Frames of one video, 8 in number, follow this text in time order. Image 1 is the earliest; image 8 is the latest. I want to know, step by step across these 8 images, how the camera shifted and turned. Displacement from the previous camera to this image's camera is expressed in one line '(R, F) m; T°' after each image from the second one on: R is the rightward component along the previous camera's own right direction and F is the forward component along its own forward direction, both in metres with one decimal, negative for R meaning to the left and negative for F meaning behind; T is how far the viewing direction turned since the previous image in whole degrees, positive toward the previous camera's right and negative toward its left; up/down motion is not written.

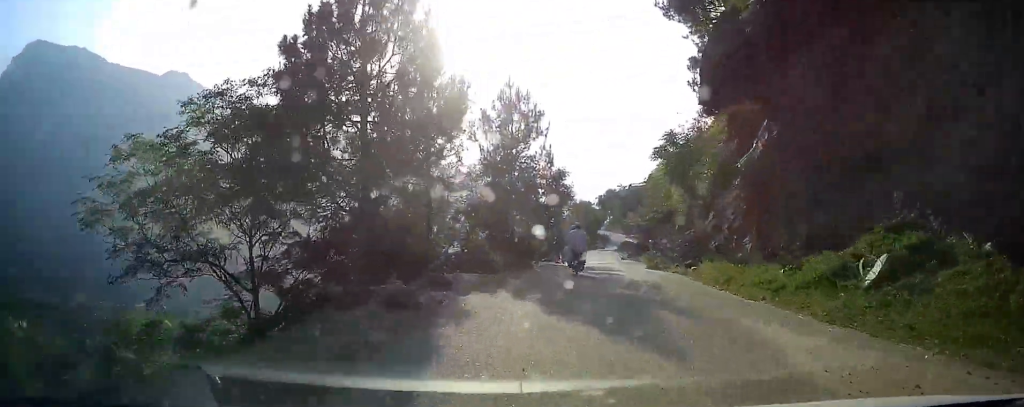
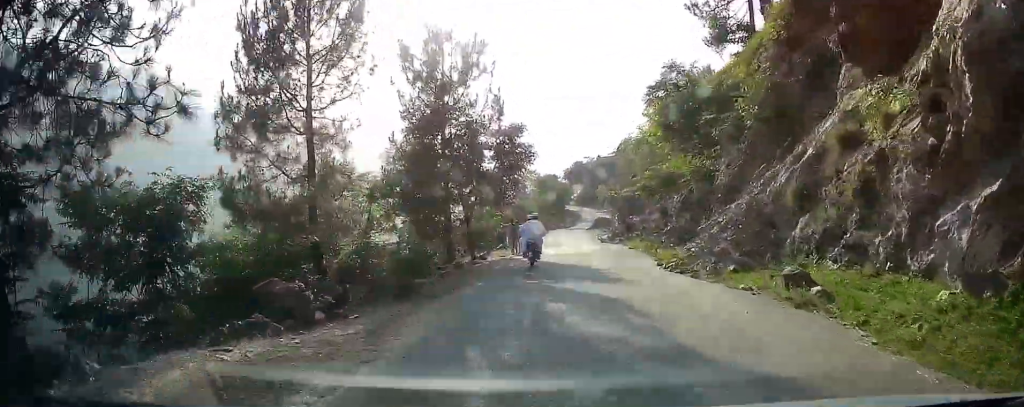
(-0.9, +10.8) m; -5°
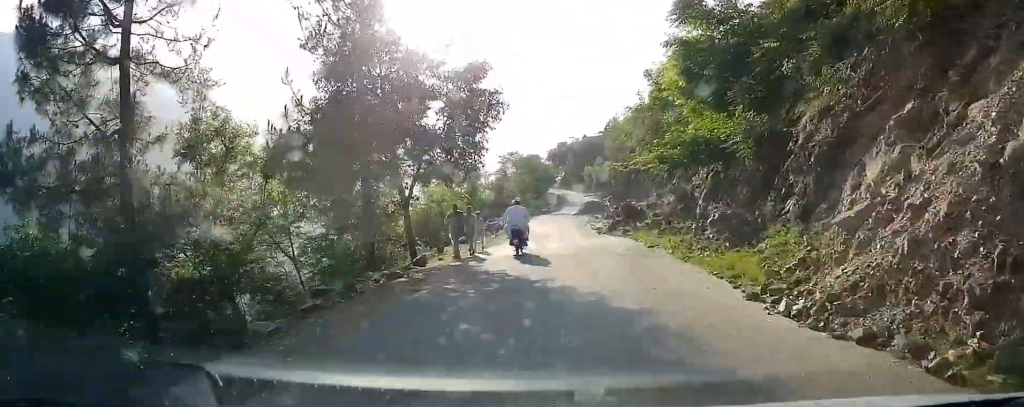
(-0.2, +8.7) m; -1°
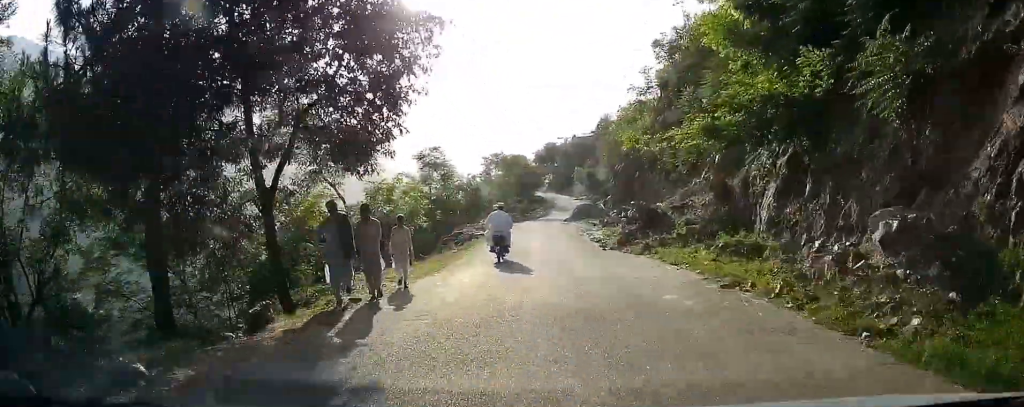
(-0.1, +8.0) m; 0°
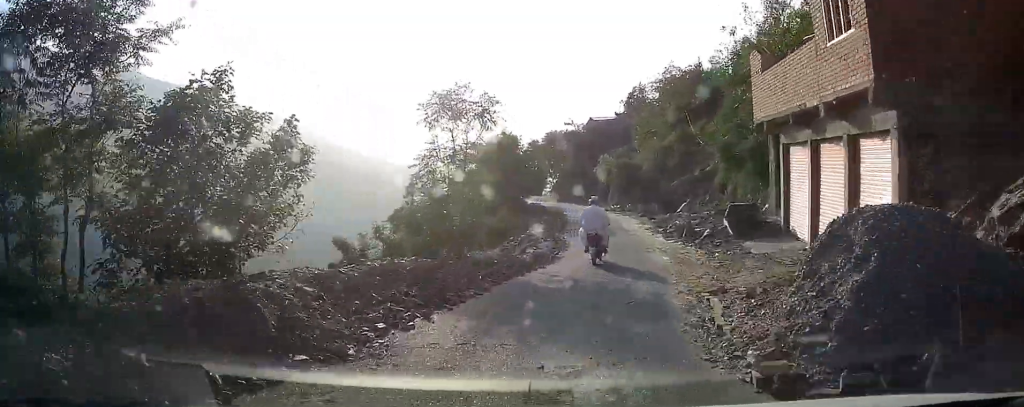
(0.0, +39.1) m; +4°
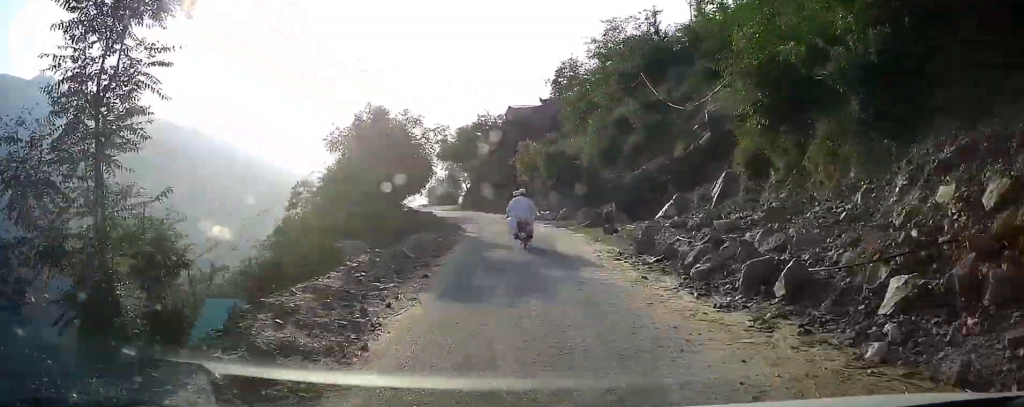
(+1.4, +17.1) m; +7°
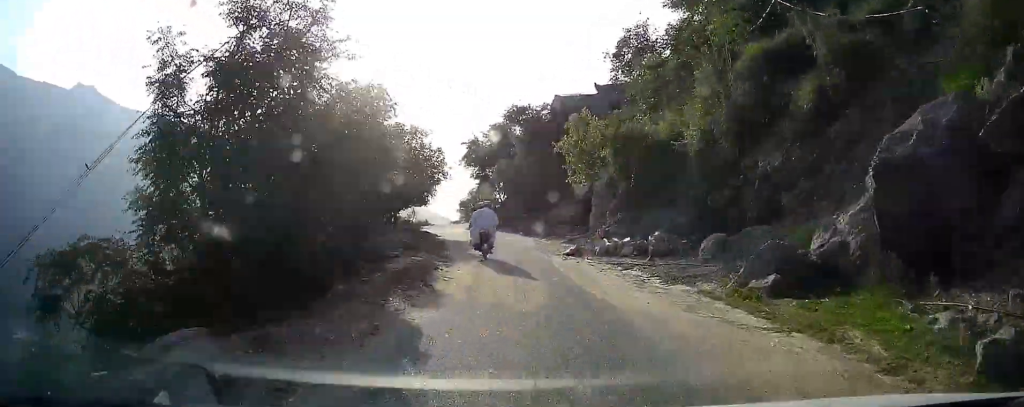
(+0.6, +15.5) m; -1°
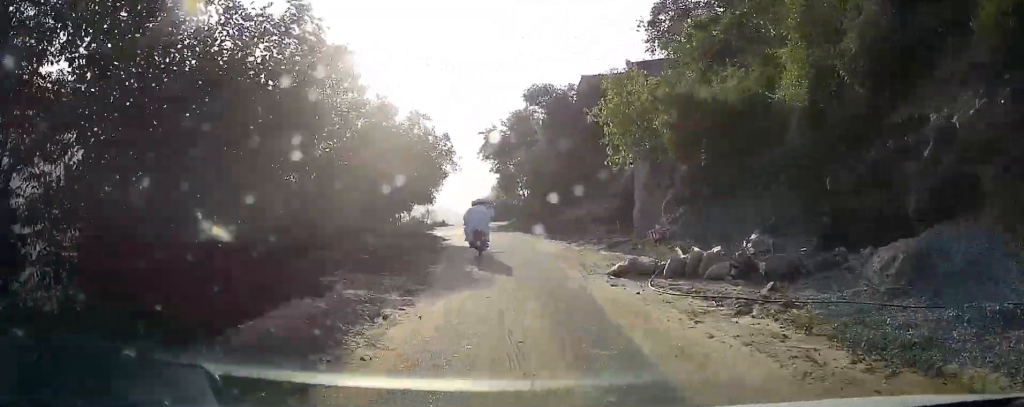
(+0.2, +6.2) m; -2°
